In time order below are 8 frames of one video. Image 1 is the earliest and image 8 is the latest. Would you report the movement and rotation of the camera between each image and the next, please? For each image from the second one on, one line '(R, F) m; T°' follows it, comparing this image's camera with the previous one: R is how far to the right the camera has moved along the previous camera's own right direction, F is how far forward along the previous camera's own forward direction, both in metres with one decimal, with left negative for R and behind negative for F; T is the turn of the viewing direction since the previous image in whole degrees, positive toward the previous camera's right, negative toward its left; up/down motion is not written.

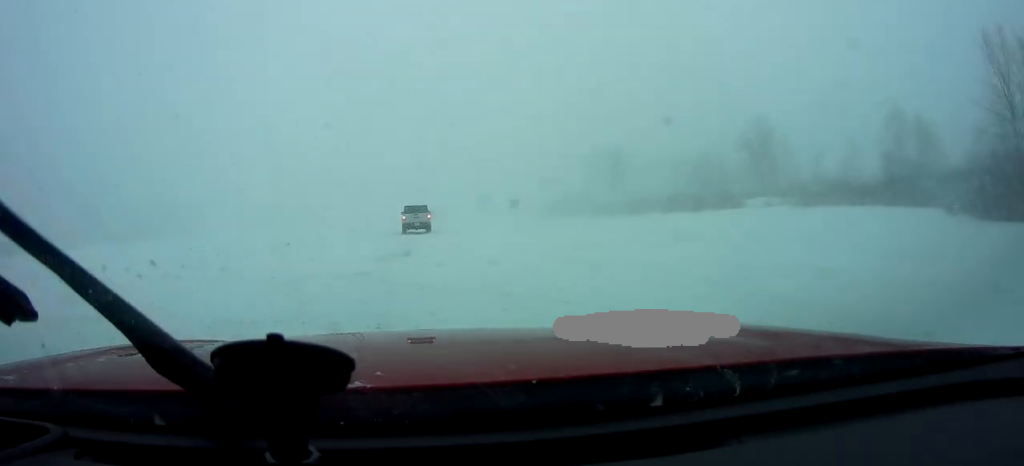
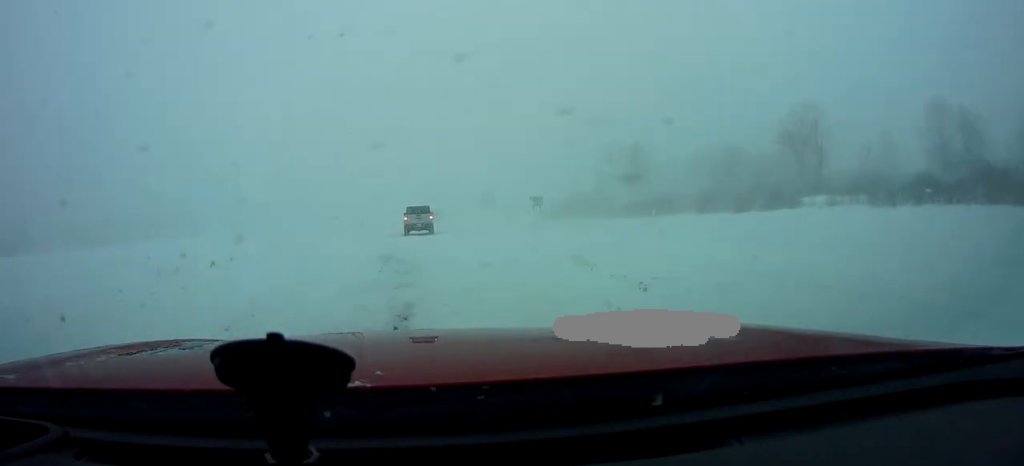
(-0.1, +11.6) m; 0°
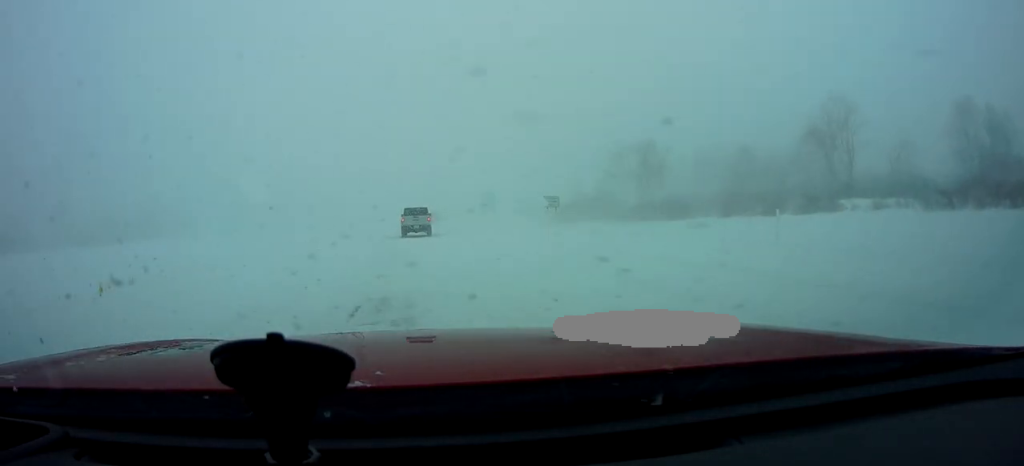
(+0.1, +7.1) m; 0°
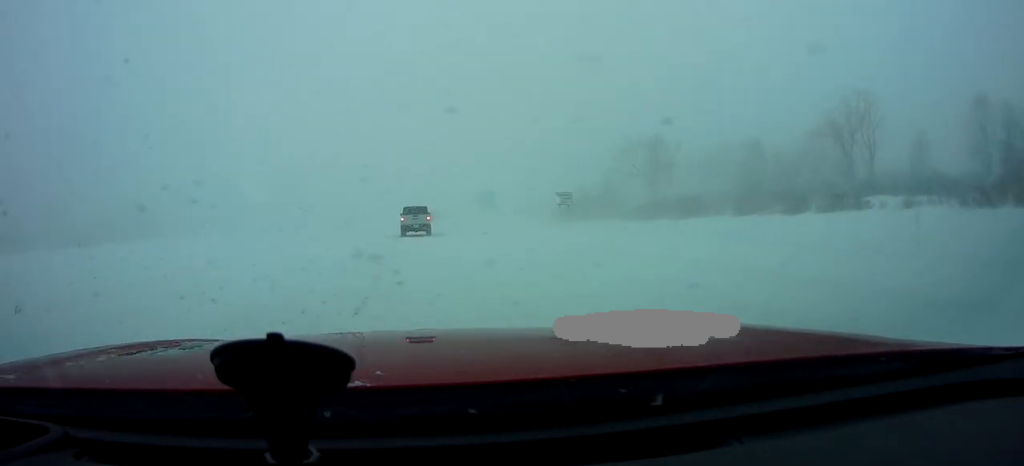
(0.0, +4.2) m; 0°
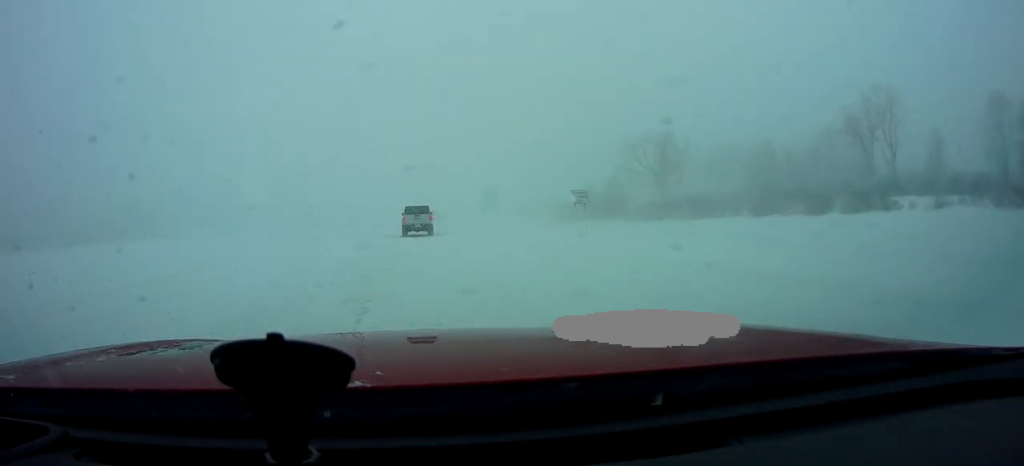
(-0.1, +3.6) m; 0°
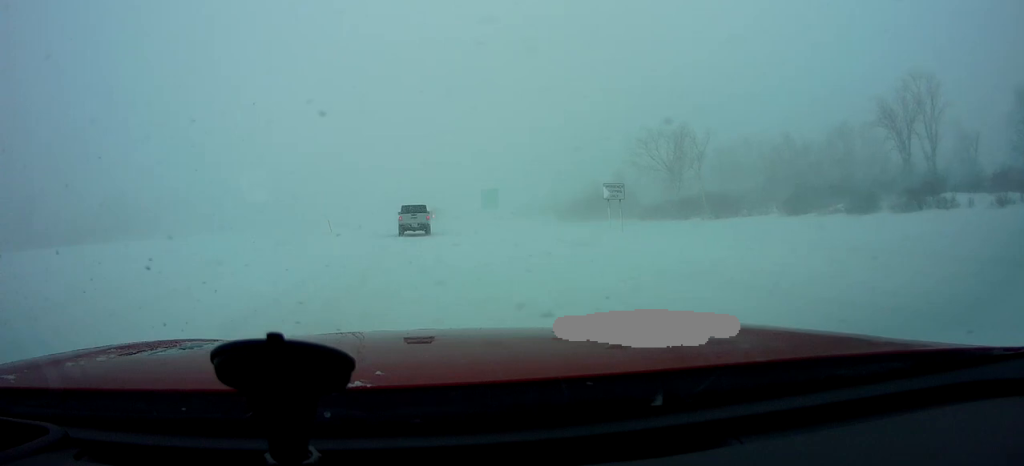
(0.0, +7.4) m; 0°
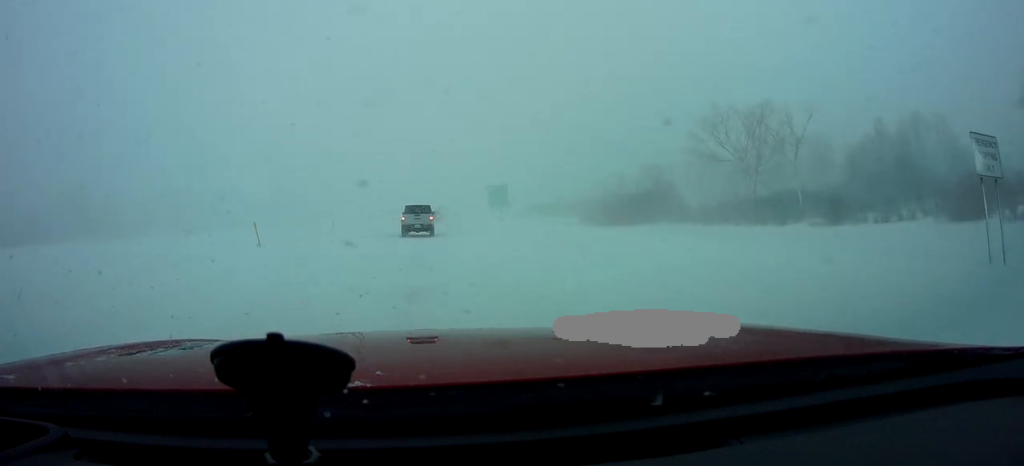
(-0.1, +24.4) m; -1°
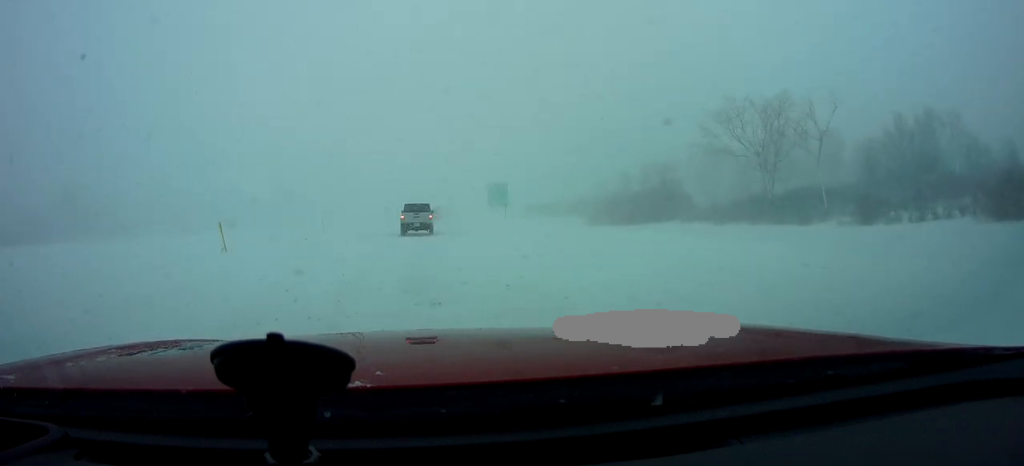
(-0.1, +4.9) m; -1°
